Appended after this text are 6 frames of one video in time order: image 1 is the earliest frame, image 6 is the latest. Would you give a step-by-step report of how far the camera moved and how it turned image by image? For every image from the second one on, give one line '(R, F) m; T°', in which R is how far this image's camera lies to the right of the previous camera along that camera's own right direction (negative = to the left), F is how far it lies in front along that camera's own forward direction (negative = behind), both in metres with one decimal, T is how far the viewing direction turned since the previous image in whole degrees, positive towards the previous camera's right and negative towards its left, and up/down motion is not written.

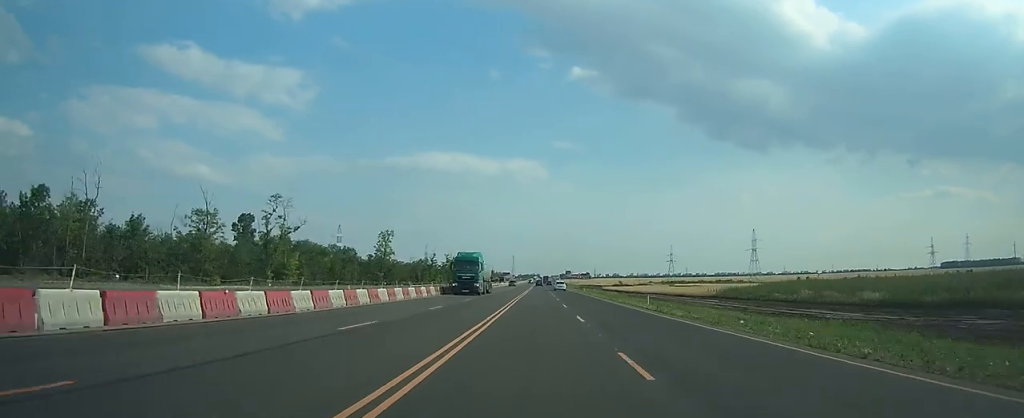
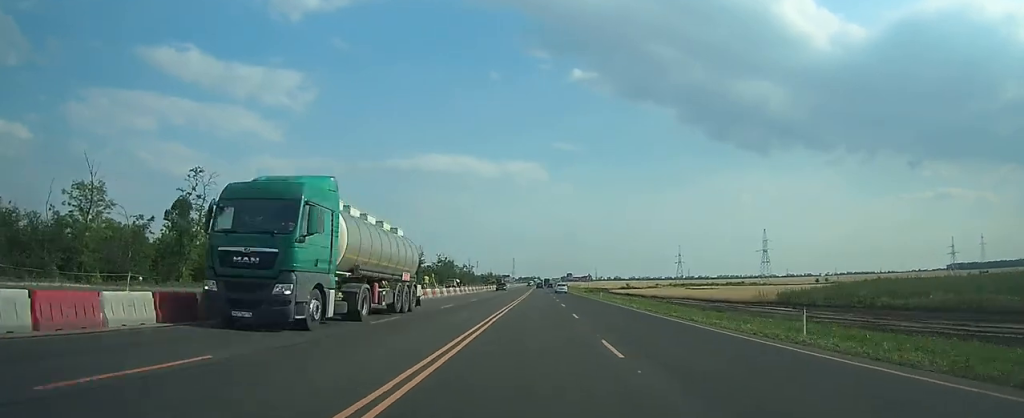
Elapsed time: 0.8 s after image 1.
(0.0, +21.6) m; 0°
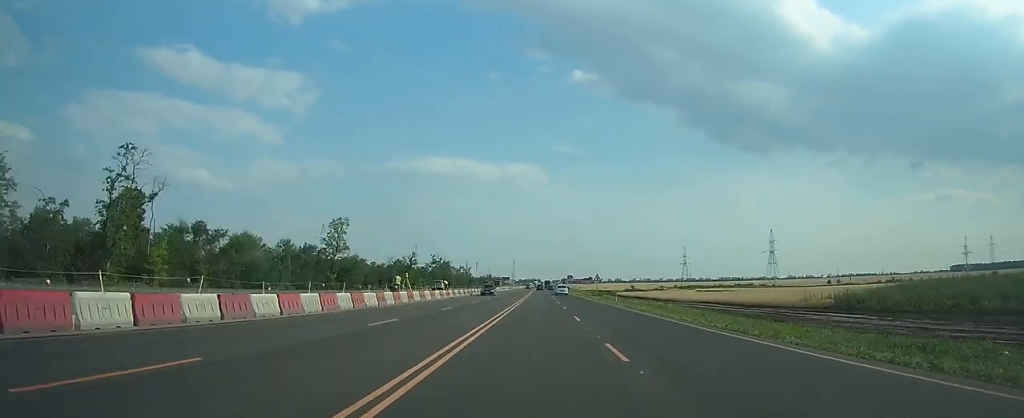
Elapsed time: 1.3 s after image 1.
(0.0, +12.6) m; 0°
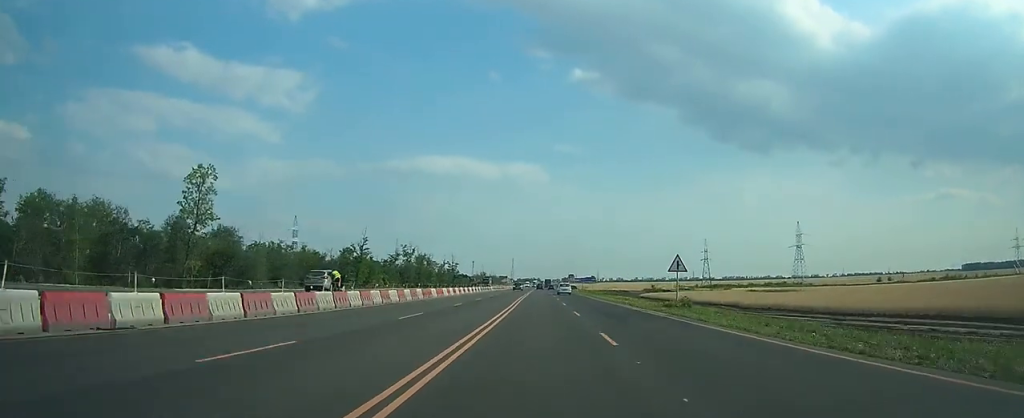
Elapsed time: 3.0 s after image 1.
(0.0, +46.1) m; 0°
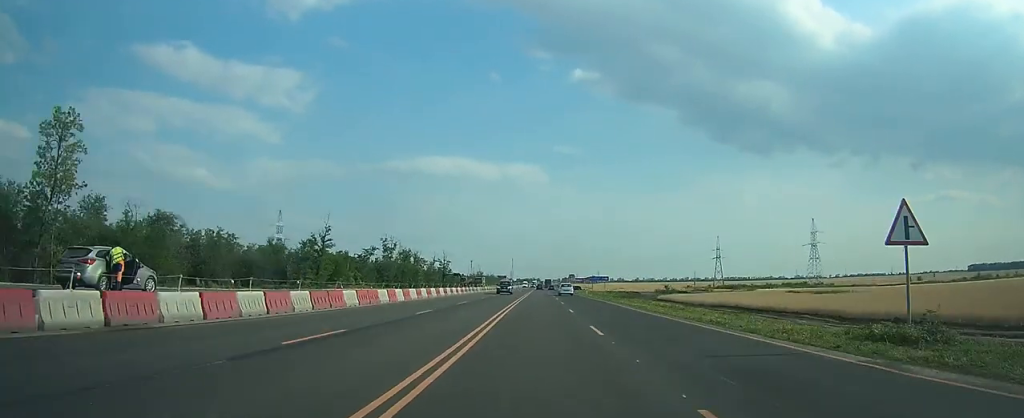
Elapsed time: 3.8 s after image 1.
(0.0, +21.7) m; 0°
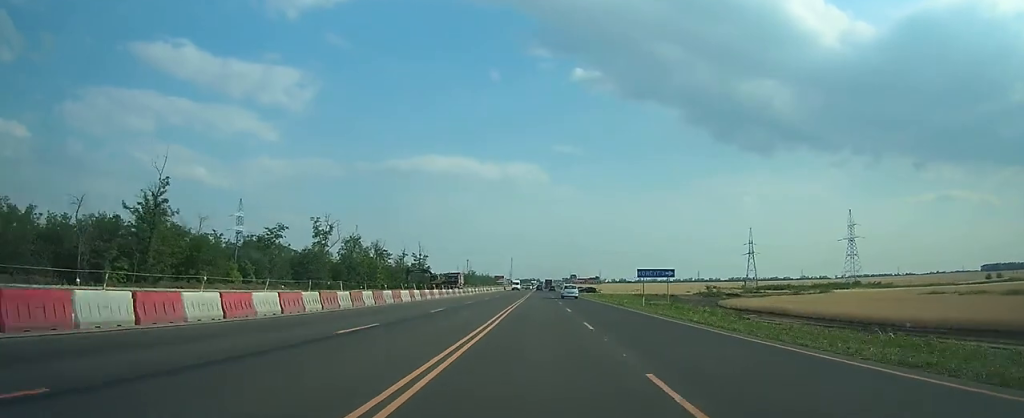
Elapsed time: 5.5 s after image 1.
(+0.1, +45.9) m; +1°
